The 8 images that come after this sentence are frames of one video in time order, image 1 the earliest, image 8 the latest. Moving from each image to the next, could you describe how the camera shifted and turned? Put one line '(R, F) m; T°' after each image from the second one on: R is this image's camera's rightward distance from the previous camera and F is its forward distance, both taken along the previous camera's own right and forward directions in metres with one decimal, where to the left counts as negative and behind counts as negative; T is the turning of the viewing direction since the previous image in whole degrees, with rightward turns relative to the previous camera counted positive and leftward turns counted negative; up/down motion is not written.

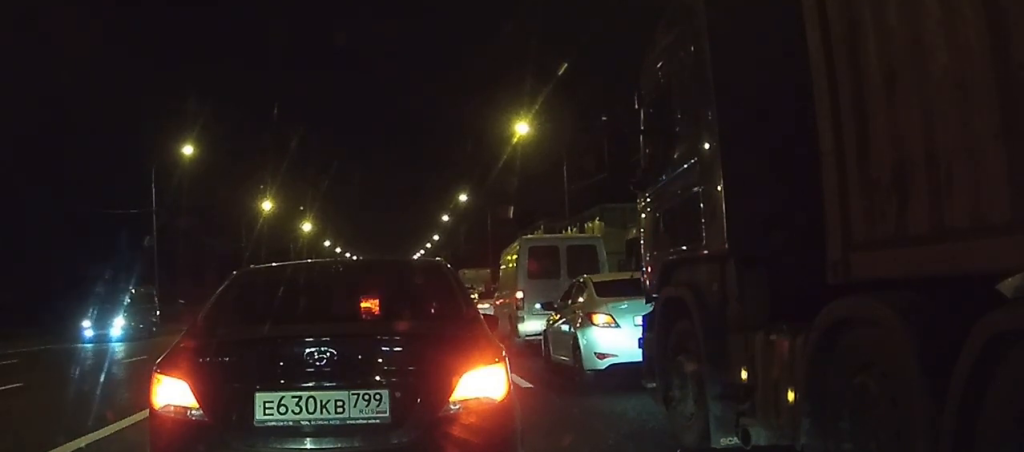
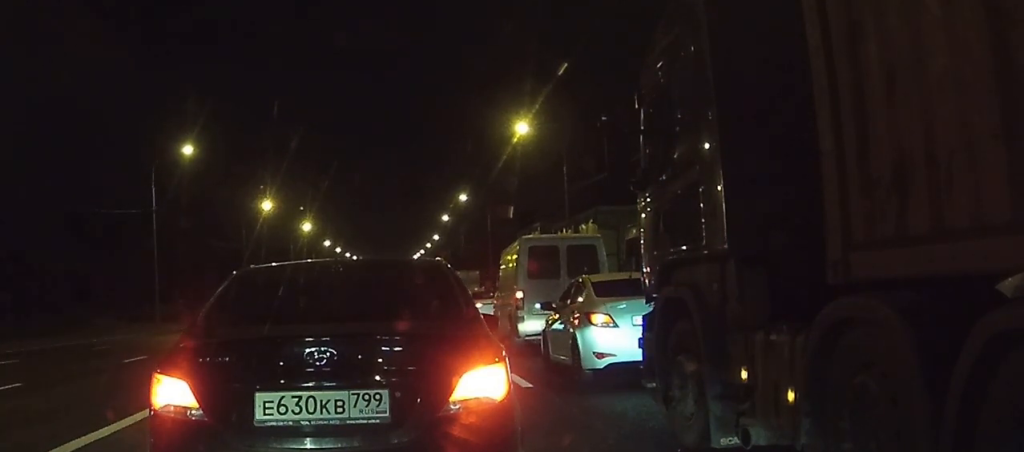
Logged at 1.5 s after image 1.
(0.0, 0.0) m; 0°
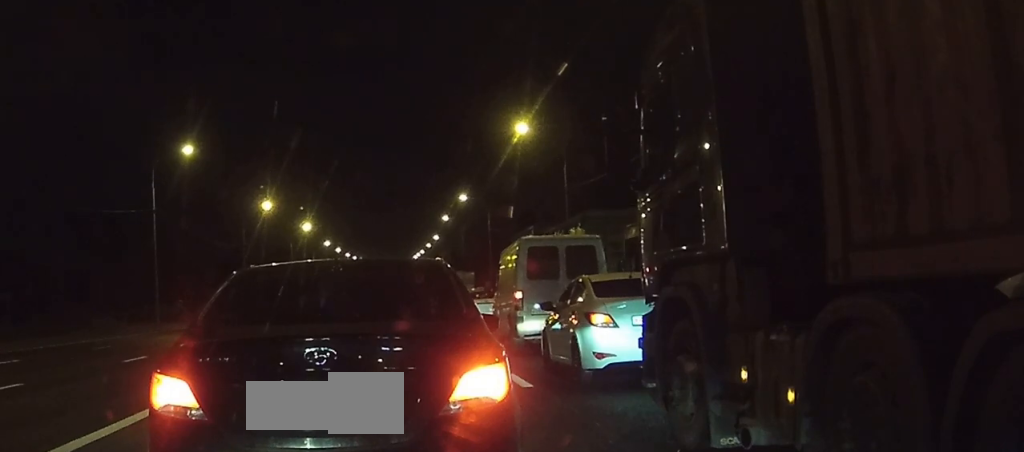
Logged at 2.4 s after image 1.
(0.0, 0.0) m; 0°
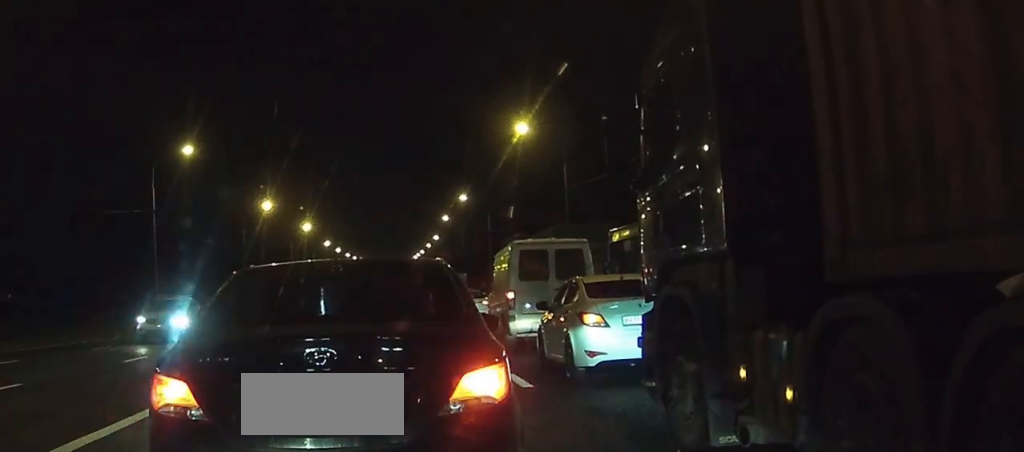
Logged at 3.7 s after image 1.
(-0.1, -0.1) m; 0°
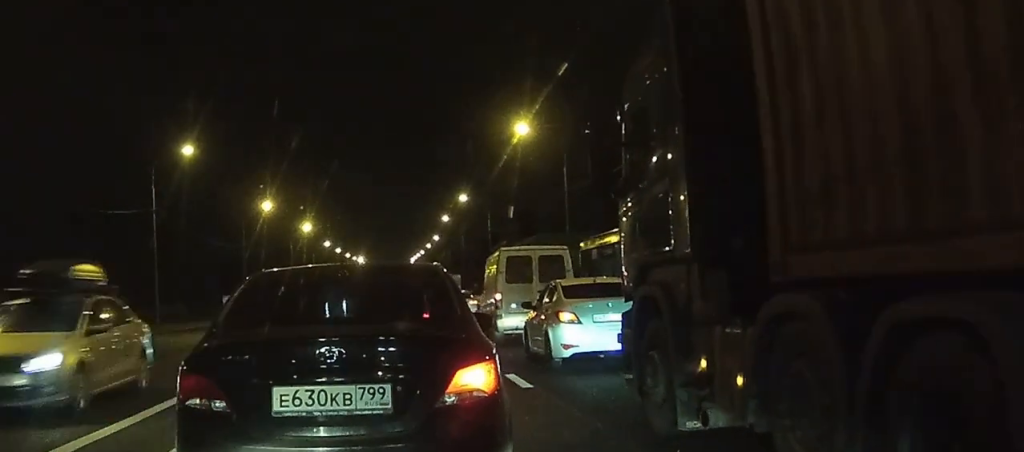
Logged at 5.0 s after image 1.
(0.0, +0.3) m; 0°
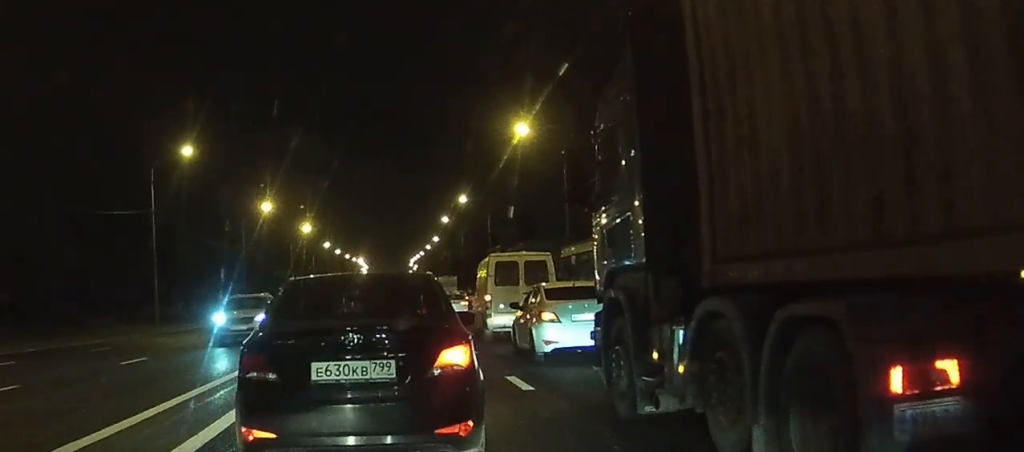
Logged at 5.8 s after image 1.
(0.0, +1.0) m; 0°
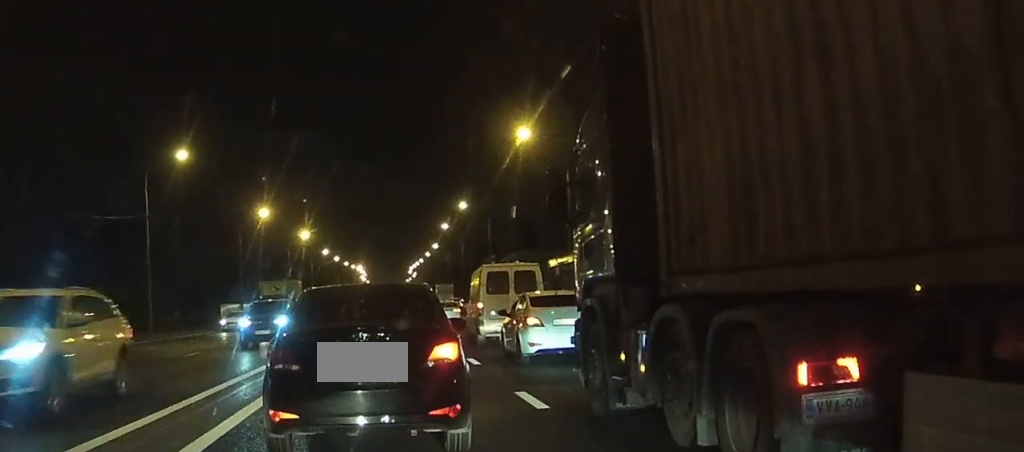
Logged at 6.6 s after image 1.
(0.0, +1.8) m; -2°
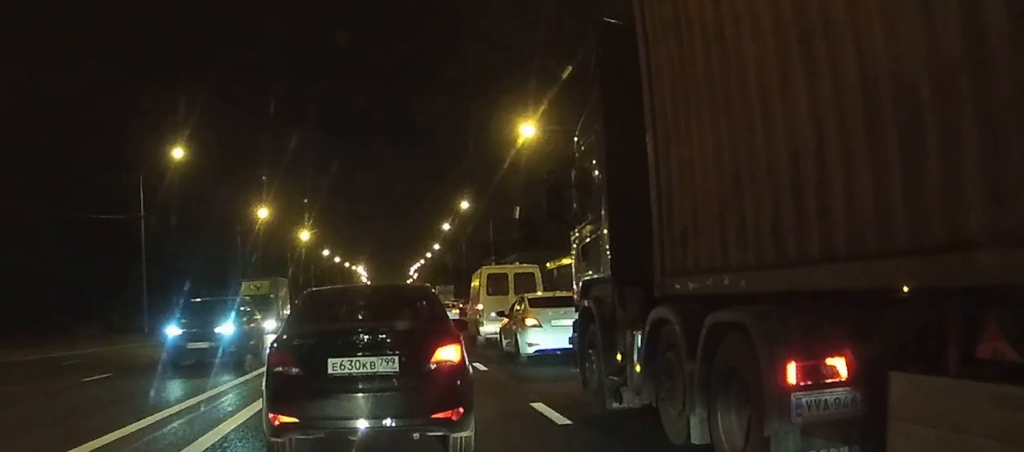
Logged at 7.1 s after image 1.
(0.0, +1.2) m; -2°
